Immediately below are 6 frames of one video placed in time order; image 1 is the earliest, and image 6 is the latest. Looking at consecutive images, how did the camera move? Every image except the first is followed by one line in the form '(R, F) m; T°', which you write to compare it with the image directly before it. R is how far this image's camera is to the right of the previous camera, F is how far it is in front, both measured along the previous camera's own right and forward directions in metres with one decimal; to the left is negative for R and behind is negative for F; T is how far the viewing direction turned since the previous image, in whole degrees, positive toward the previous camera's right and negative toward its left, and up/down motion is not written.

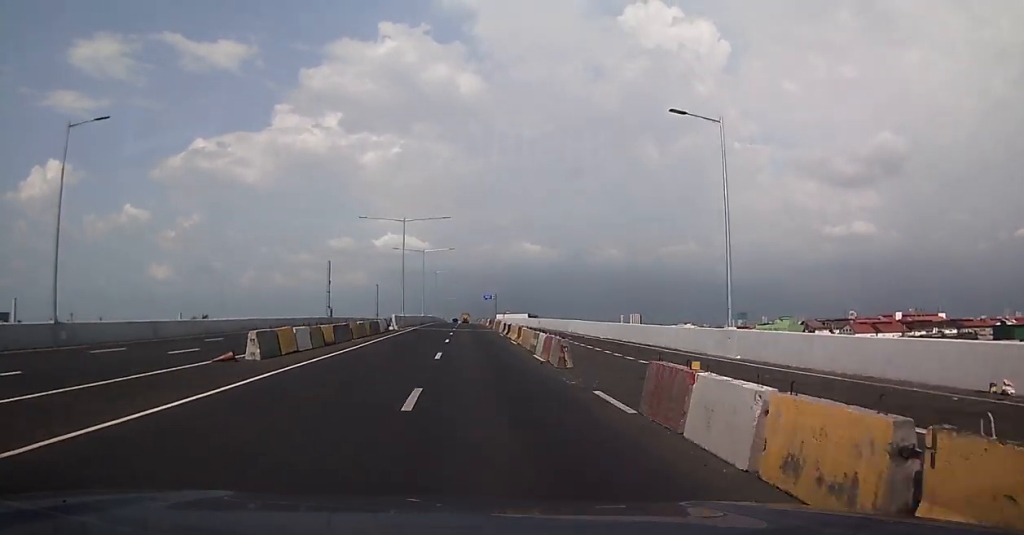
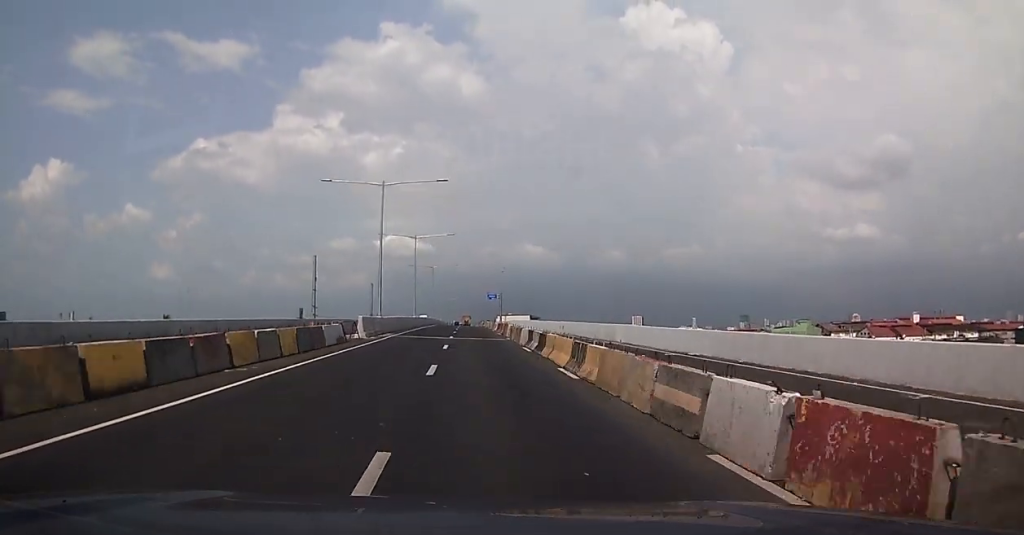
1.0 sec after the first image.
(0.0, +18.7) m; 0°
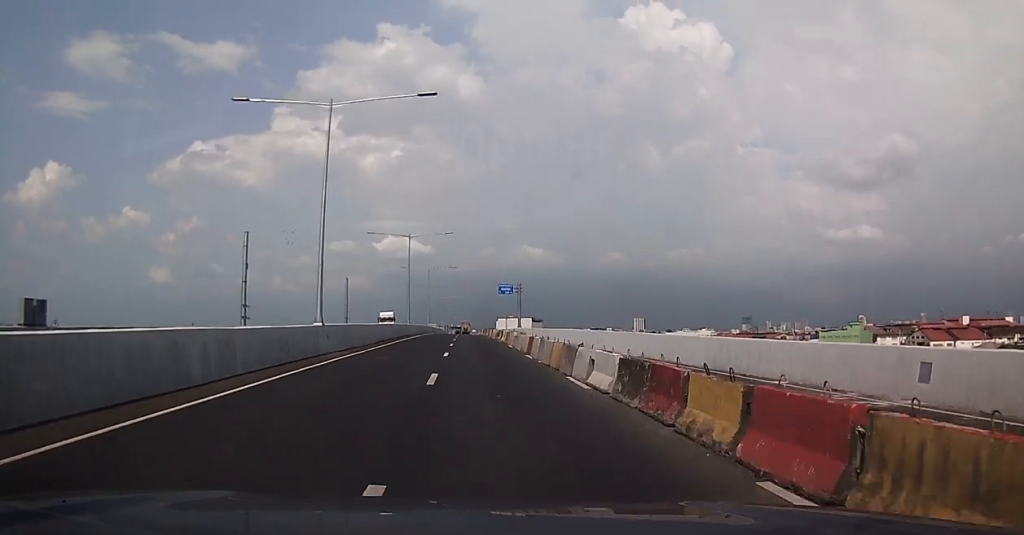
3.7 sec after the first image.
(0.0, +50.6) m; 0°
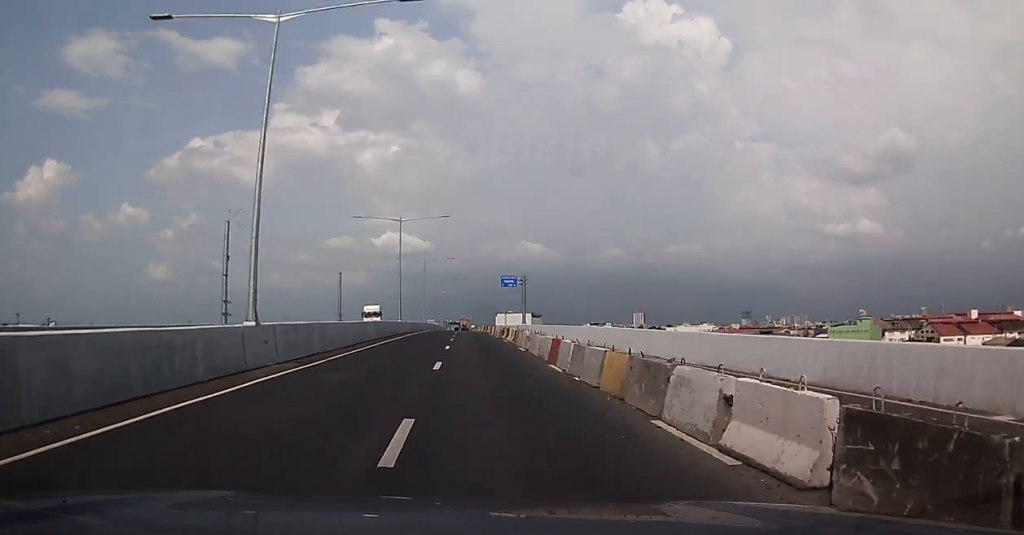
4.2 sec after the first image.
(0.0, +8.7) m; 0°
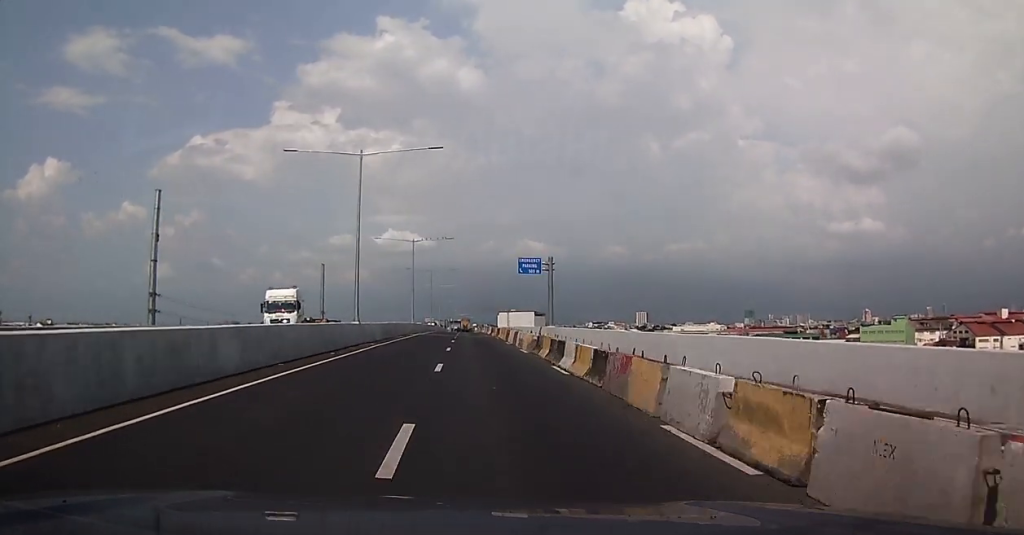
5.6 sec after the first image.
(0.0, +25.3) m; 0°
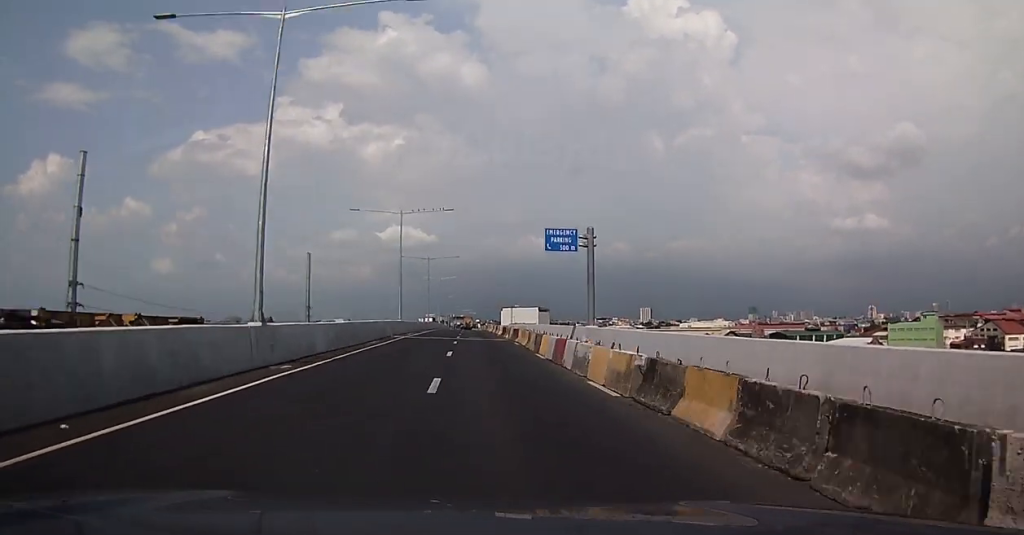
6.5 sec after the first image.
(-0.1, +17.7) m; -1°
